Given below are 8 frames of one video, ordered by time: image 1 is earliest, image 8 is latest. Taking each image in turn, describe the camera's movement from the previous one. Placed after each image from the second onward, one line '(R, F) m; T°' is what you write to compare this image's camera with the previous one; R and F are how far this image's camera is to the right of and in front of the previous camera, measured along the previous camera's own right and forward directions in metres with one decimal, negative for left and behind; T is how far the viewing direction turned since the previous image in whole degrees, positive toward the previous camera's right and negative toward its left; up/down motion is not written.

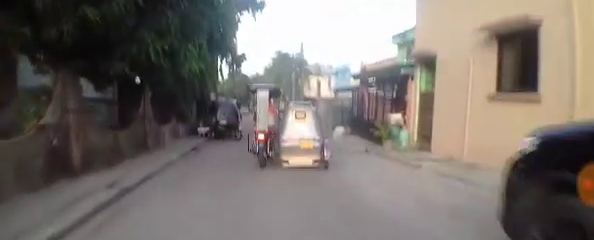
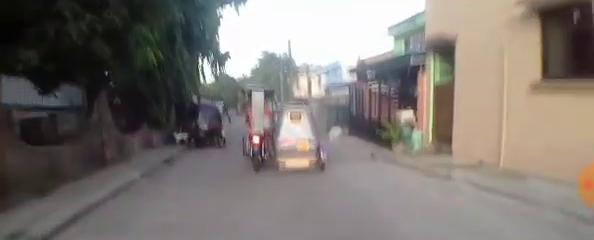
(-0.2, +1.7) m; +1°
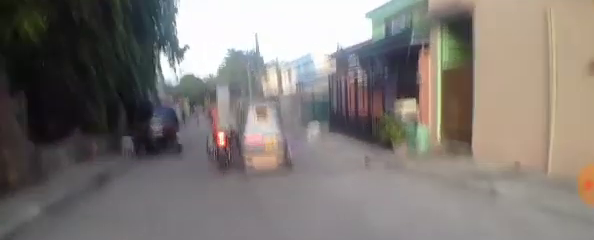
(+0.2, +1.9) m; +4°
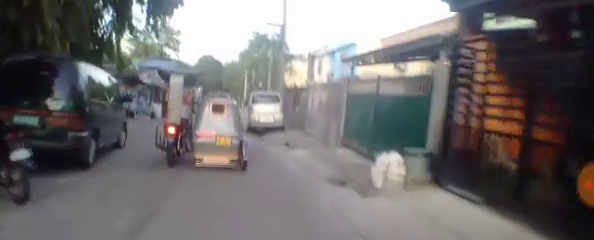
(+0.4, +6.2) m; +3°
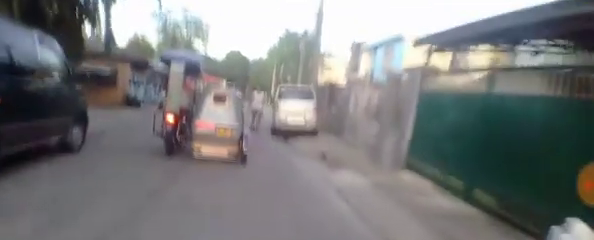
(0.0, +2.7) m; -1°
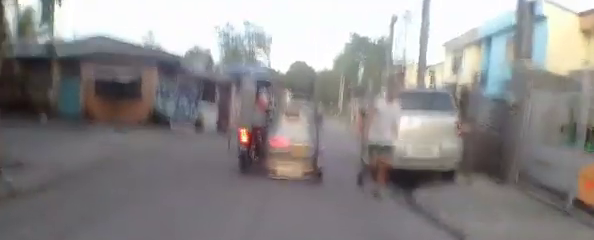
(-0.4, +4.5) m; -13°
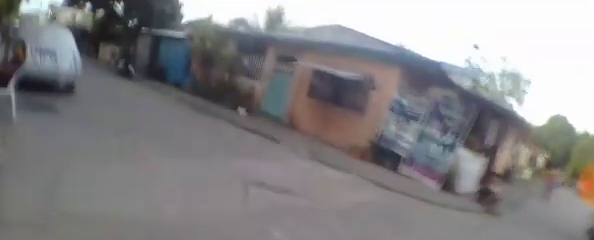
(-0.7, +5.6) m; -23°
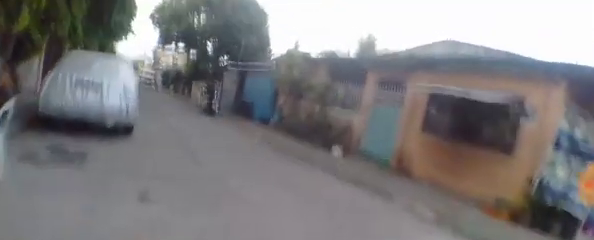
(-0.6, +2.2) m; -17°
